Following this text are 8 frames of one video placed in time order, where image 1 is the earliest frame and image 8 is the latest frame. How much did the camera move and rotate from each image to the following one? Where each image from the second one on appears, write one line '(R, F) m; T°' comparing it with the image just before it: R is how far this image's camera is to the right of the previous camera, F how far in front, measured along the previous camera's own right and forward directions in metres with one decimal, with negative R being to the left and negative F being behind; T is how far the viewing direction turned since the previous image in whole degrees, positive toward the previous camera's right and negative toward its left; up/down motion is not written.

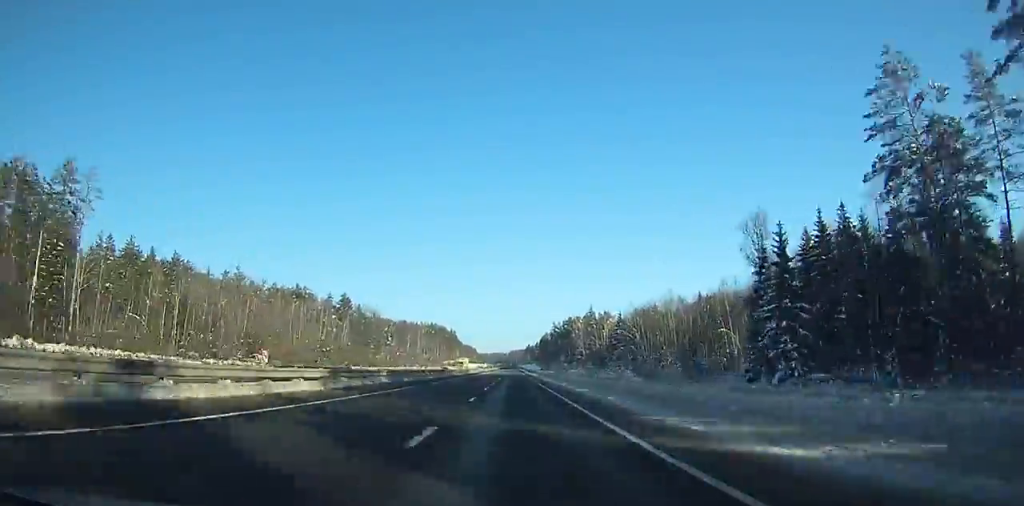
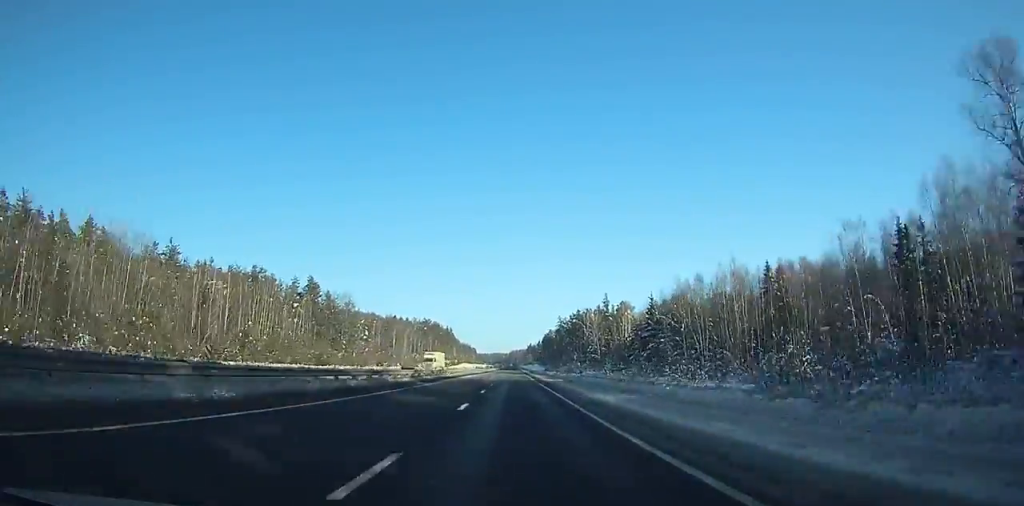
(-0.1, +38.2) m; 0°
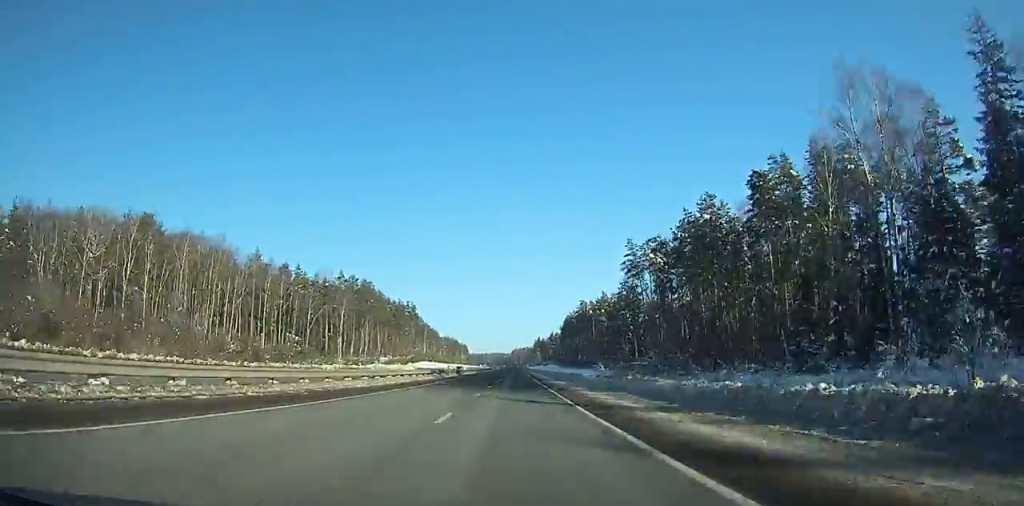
(-0.7, +193.4) m; -5°
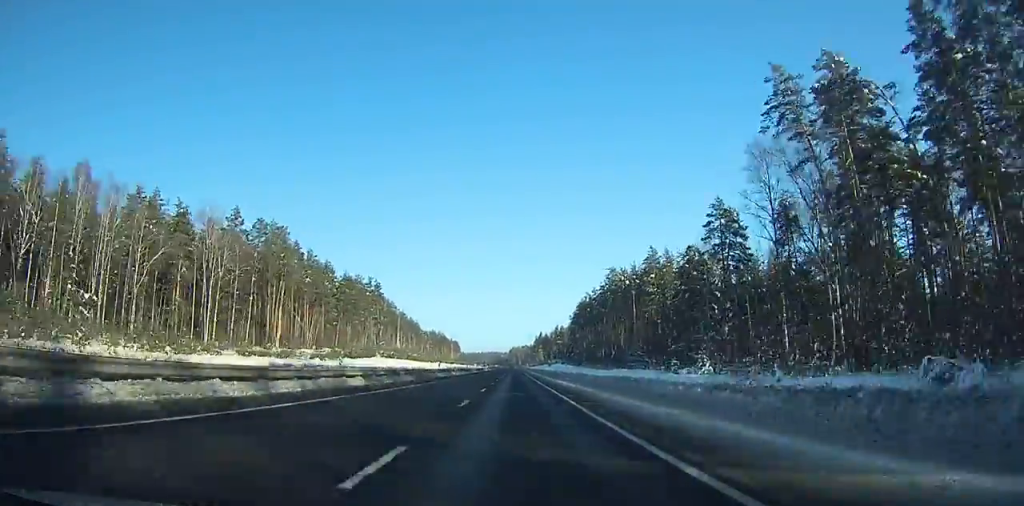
(-5.1, +78.7) m; -12°
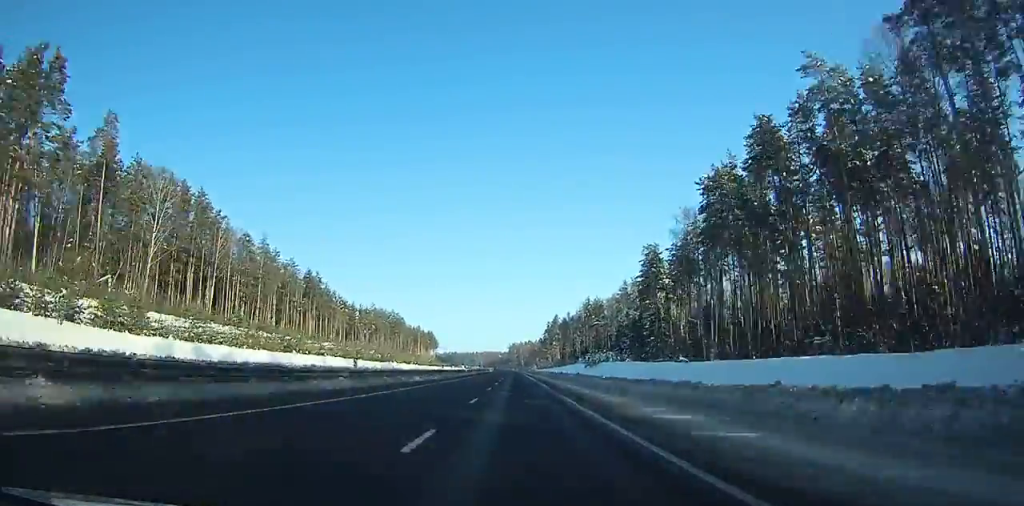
(+11.4, +192.3) m; +35°
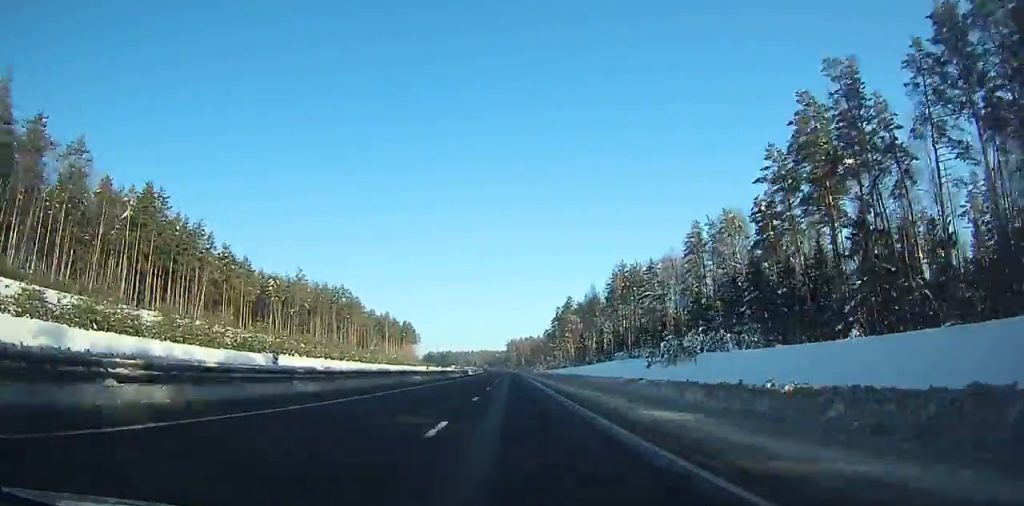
(+24.3, +83.8) m; +3°
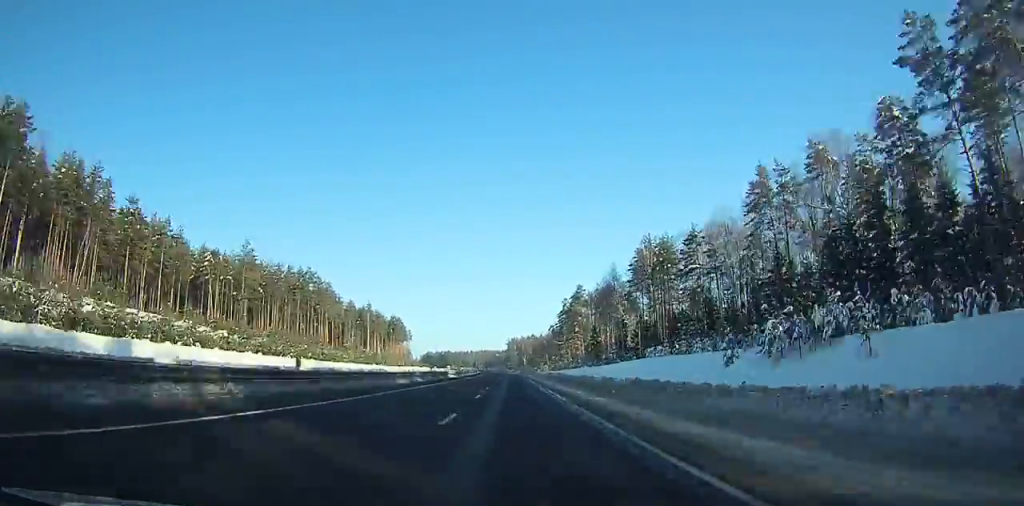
(-6.1, +36.6) m; -10°
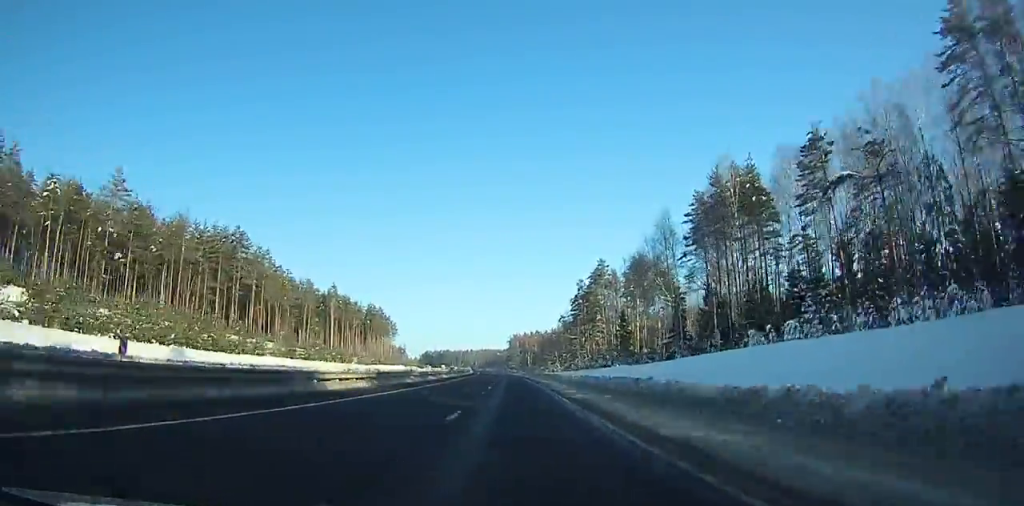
(-6.1, +51.6) m; -8°
